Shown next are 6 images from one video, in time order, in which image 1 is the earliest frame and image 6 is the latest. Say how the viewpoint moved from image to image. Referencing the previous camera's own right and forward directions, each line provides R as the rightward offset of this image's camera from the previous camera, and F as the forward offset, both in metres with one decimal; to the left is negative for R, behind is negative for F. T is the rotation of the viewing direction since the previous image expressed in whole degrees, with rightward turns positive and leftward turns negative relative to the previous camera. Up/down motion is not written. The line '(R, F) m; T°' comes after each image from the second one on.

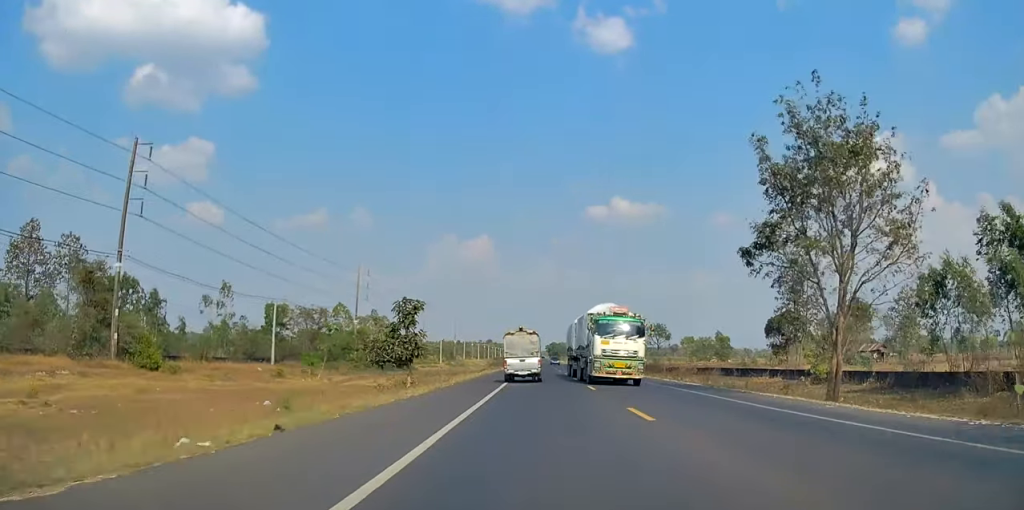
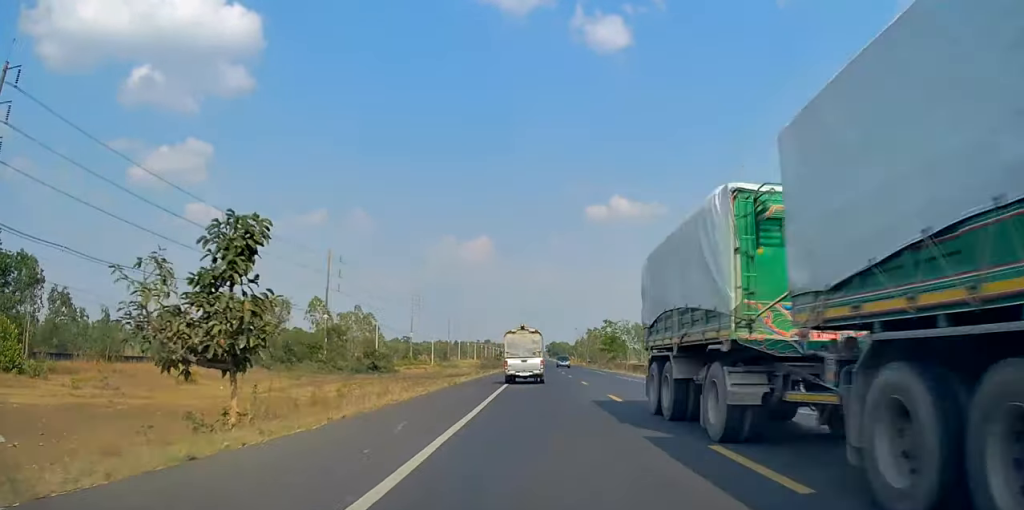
(-0.3, +19.6) m; -1°
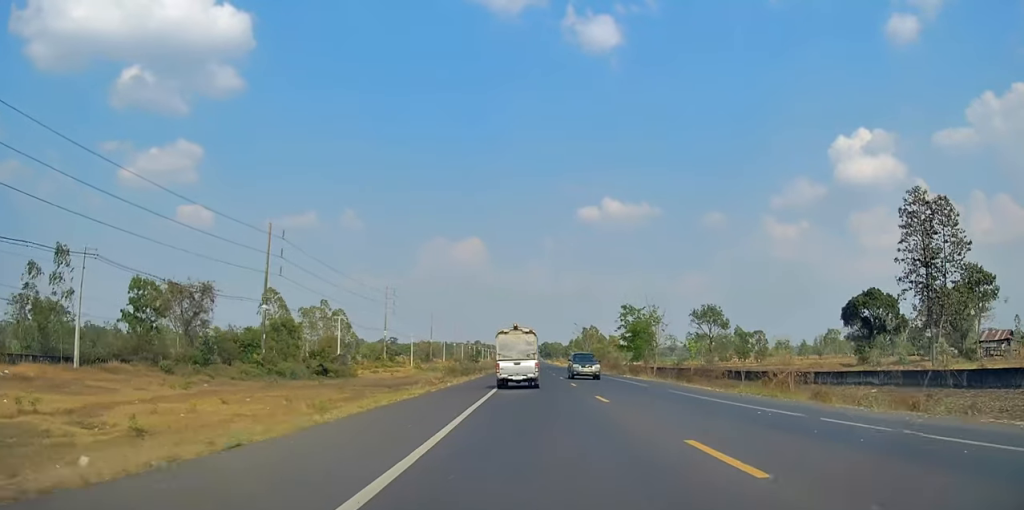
(0.0, +22.7) m; +1°
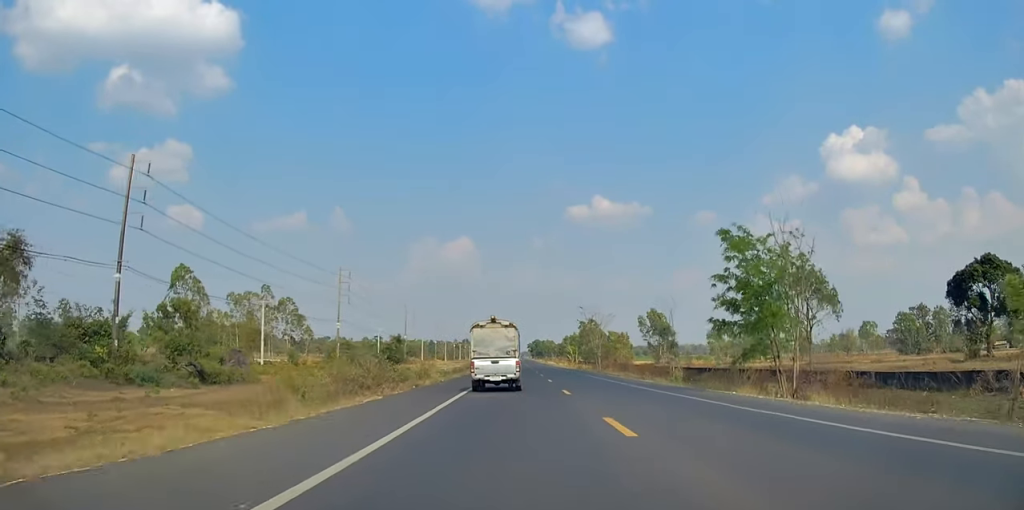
(+0.3, +33.2) m; 0°
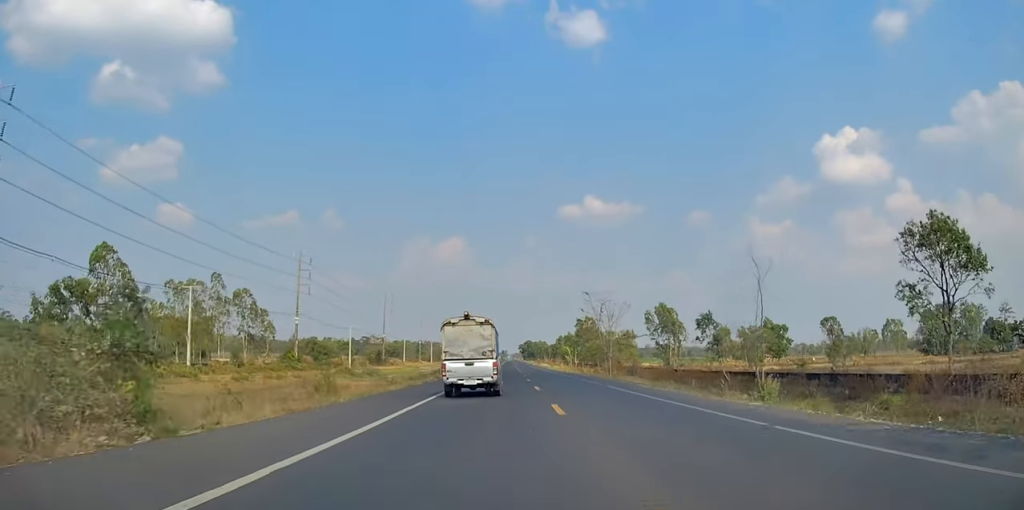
(0.0, +20.0) m; 0°
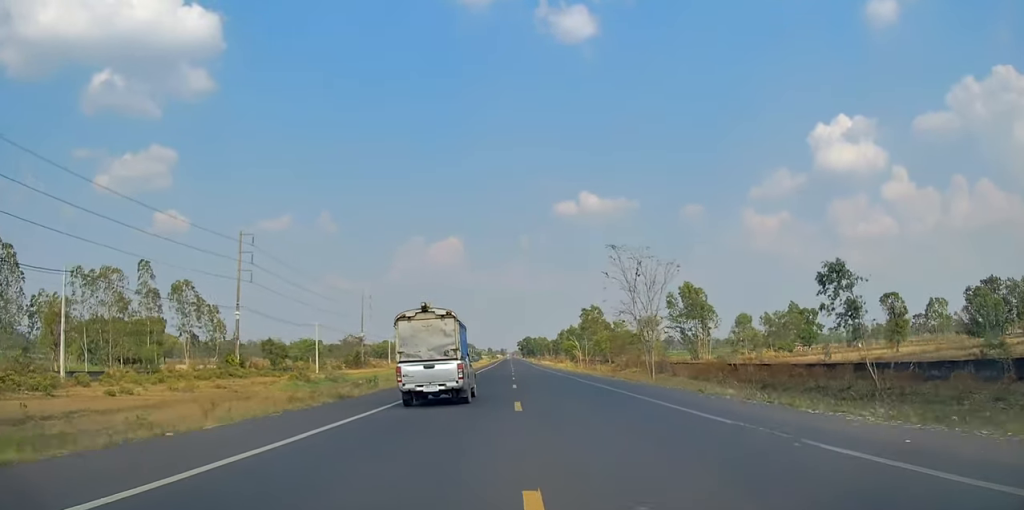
(+0.2, +23.1) m; +1°
